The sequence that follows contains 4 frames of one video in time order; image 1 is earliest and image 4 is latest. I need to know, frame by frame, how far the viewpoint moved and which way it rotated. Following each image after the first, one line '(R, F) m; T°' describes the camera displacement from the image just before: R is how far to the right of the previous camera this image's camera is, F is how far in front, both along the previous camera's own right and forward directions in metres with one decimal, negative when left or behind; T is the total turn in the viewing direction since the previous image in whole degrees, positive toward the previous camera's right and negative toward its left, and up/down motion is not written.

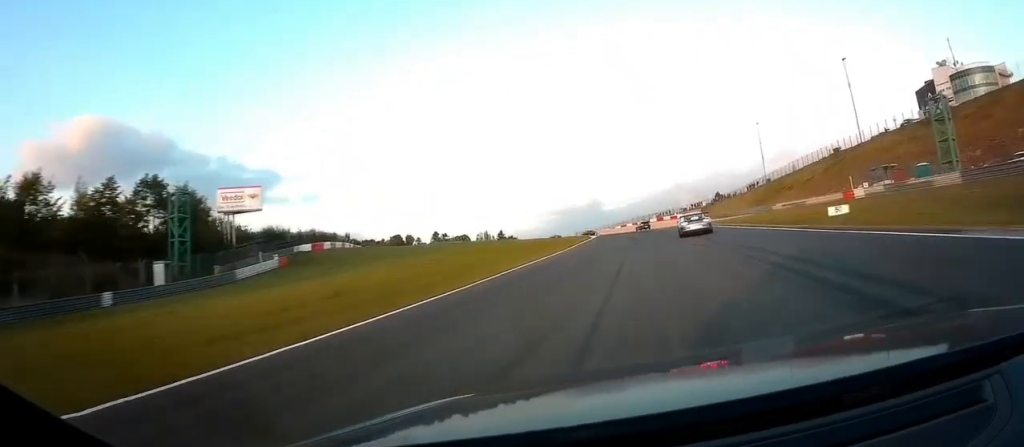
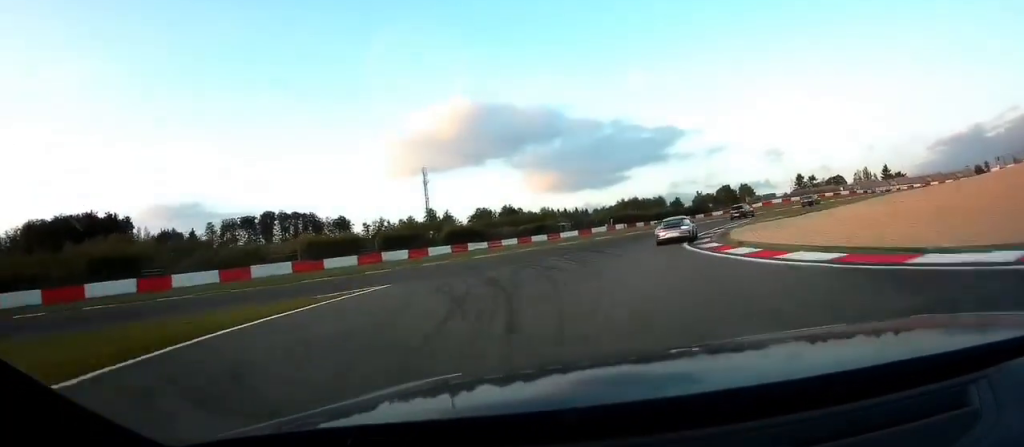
(-40.1, +129.2) m; -39°
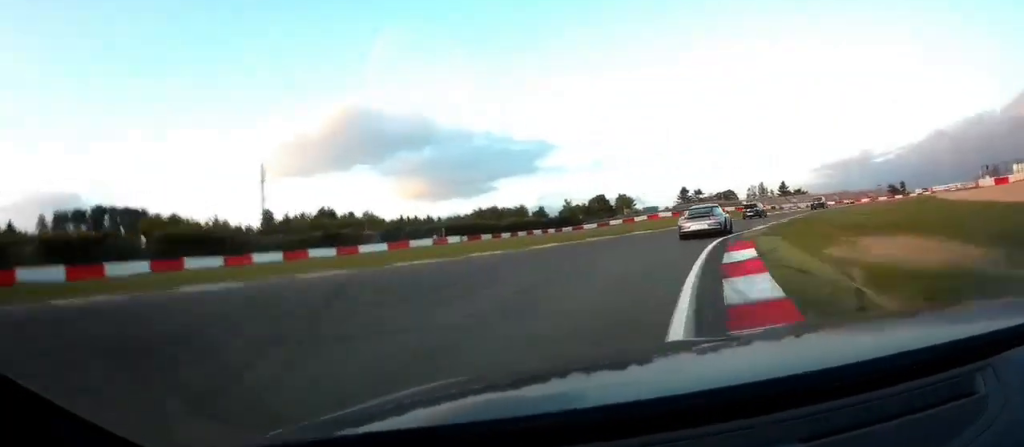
(+1.5, +33.0) m; +10°
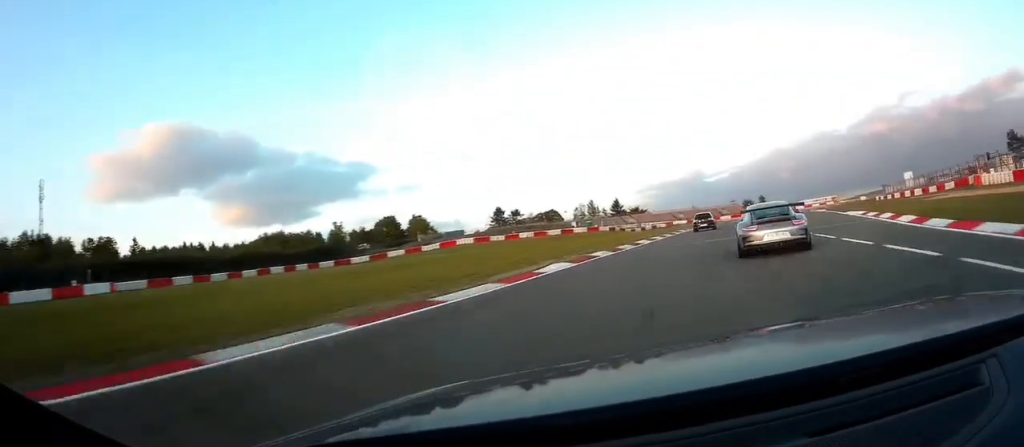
(+5.3, +39.9) m; +13°
